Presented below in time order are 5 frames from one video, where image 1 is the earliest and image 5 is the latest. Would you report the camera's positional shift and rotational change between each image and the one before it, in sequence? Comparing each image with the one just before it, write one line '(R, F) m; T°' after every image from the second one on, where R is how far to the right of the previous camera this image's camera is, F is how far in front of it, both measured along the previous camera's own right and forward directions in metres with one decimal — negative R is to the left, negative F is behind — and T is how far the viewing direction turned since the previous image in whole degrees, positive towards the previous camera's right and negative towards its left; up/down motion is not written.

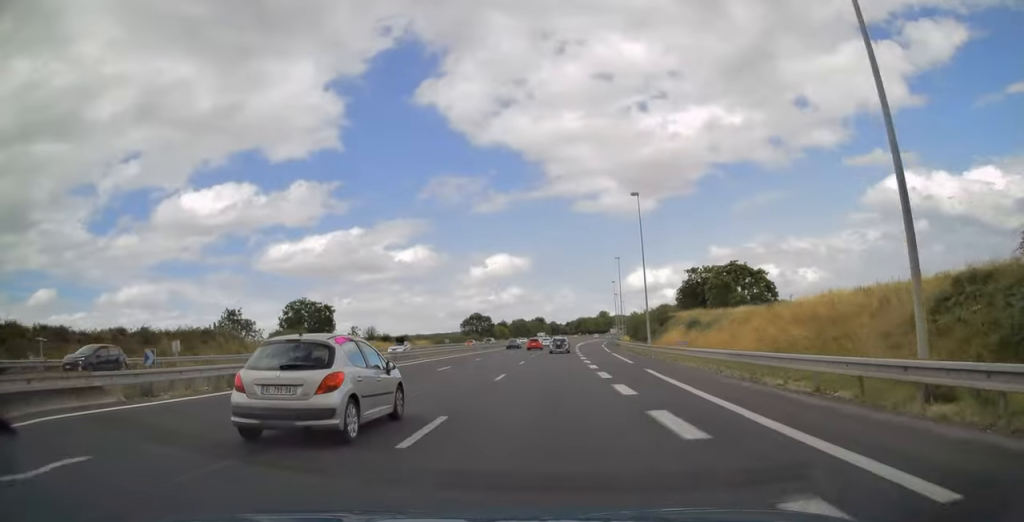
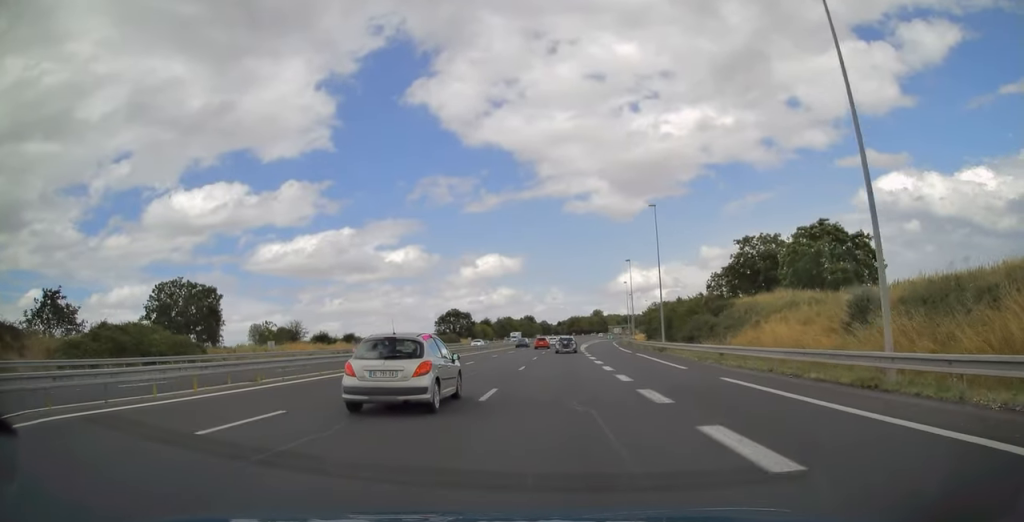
(+0.4, +33.7) m; +1°
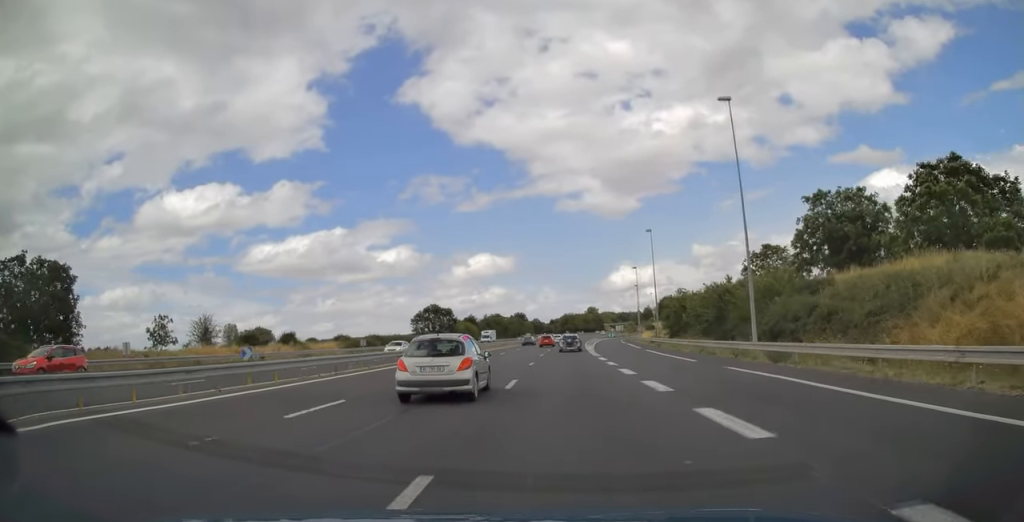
(+0.1, +23.3) m; +1°
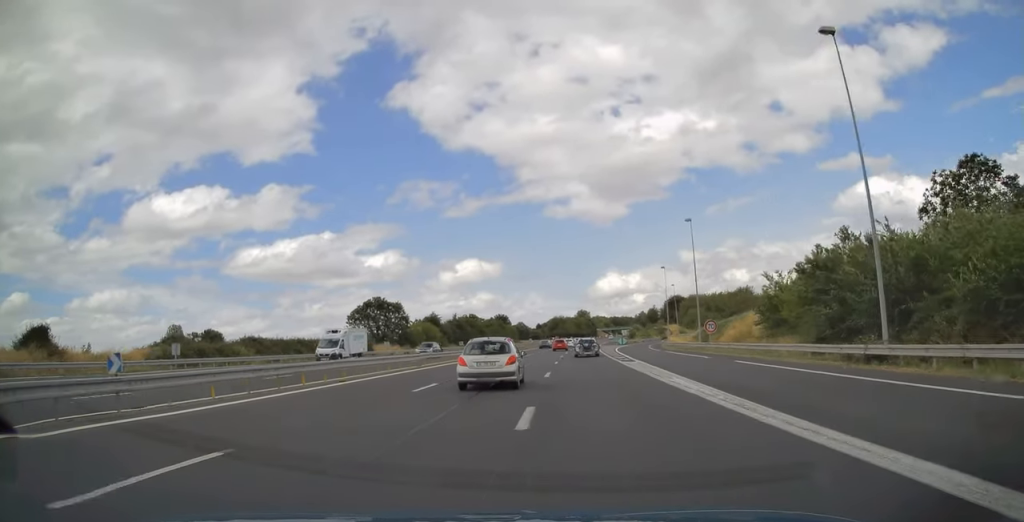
(+0.5, +45.5) m; +2°
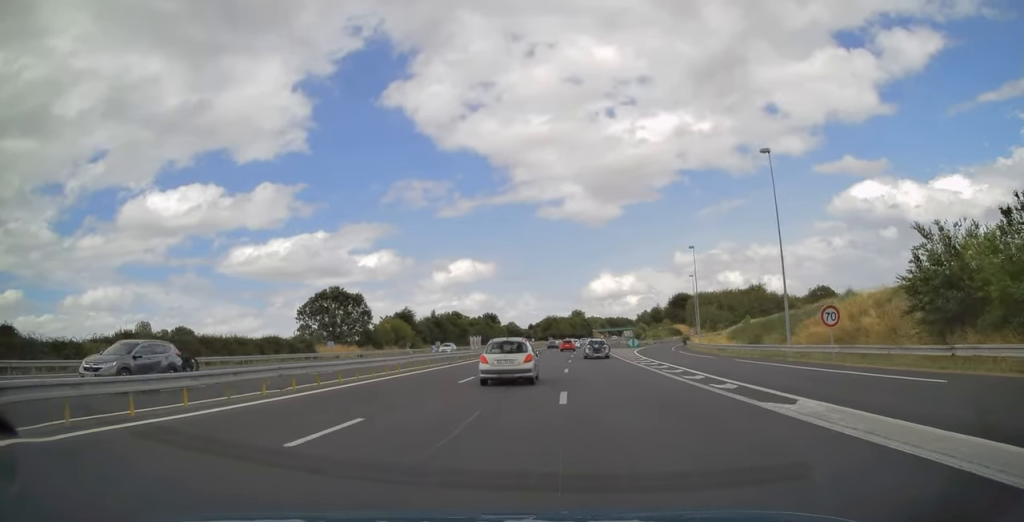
(+0.2, +22.3) m; +1°
